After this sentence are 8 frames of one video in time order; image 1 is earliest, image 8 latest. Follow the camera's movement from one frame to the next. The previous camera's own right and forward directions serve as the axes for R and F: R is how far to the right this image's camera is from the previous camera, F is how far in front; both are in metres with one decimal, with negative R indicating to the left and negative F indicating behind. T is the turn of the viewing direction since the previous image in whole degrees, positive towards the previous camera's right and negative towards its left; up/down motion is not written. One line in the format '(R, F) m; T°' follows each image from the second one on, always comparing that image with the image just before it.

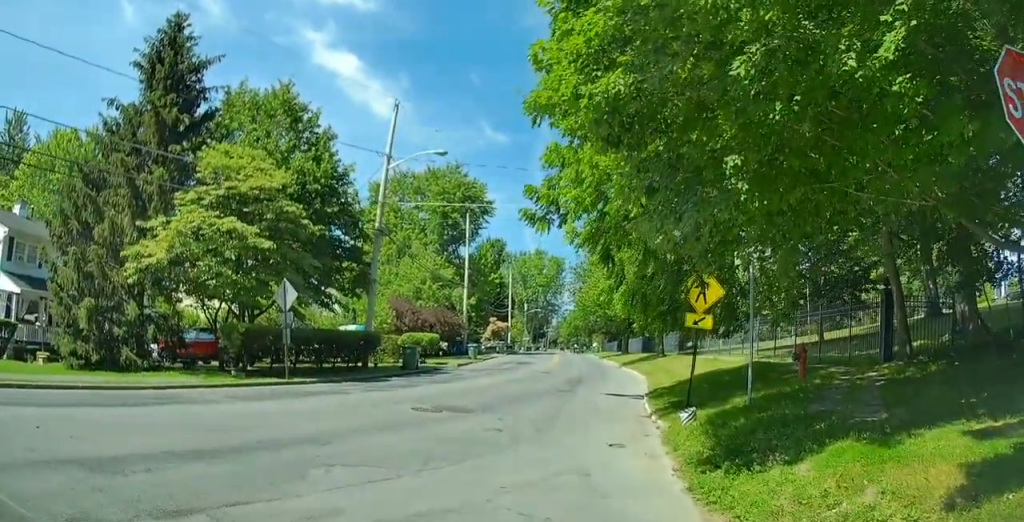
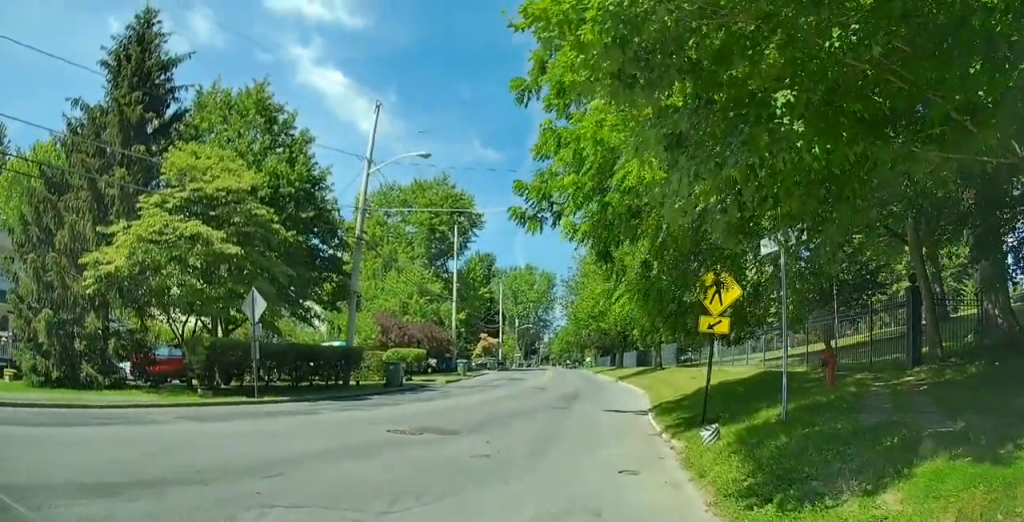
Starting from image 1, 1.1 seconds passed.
(0.0, +4.0) m; +2°
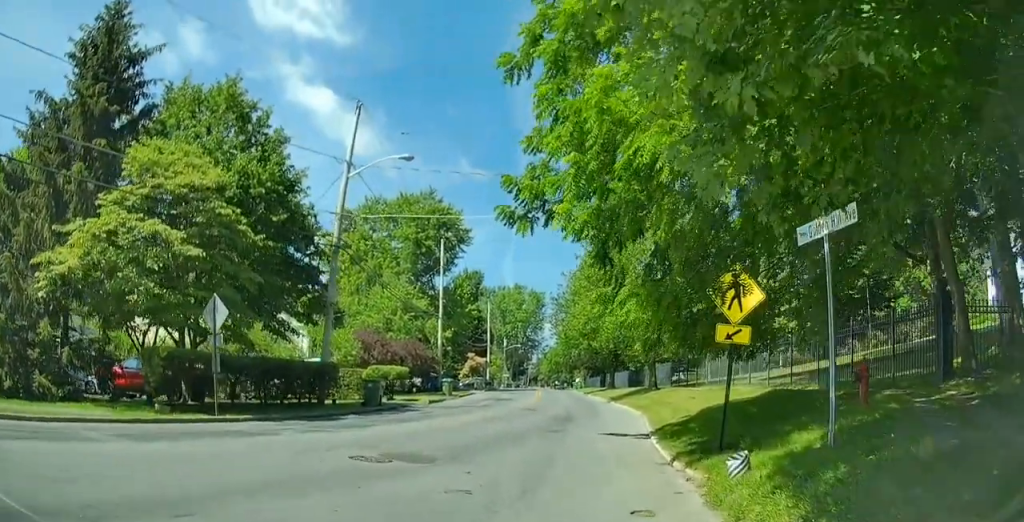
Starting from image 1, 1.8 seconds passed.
(+0.1, +3.1) m; +4°
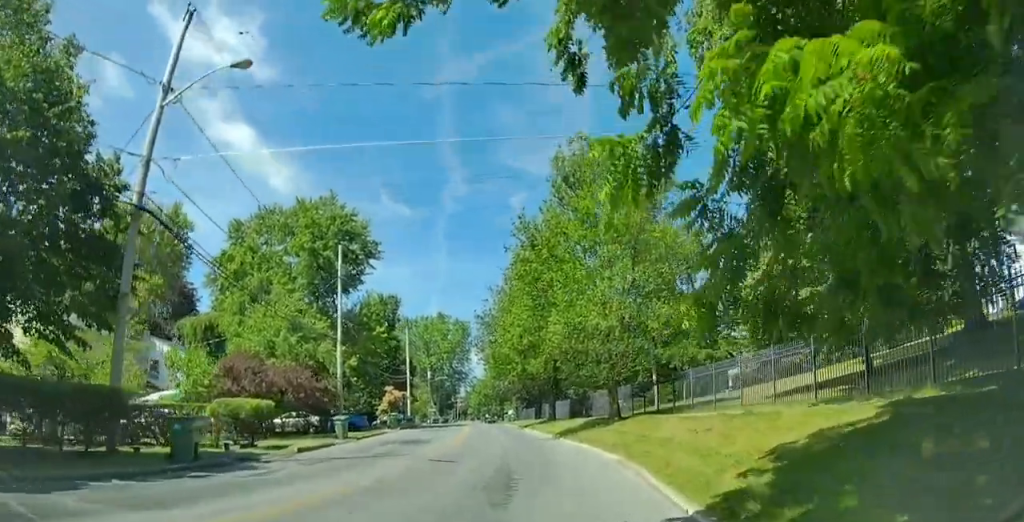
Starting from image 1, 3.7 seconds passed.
(+2.4, +11.2) m; +19°
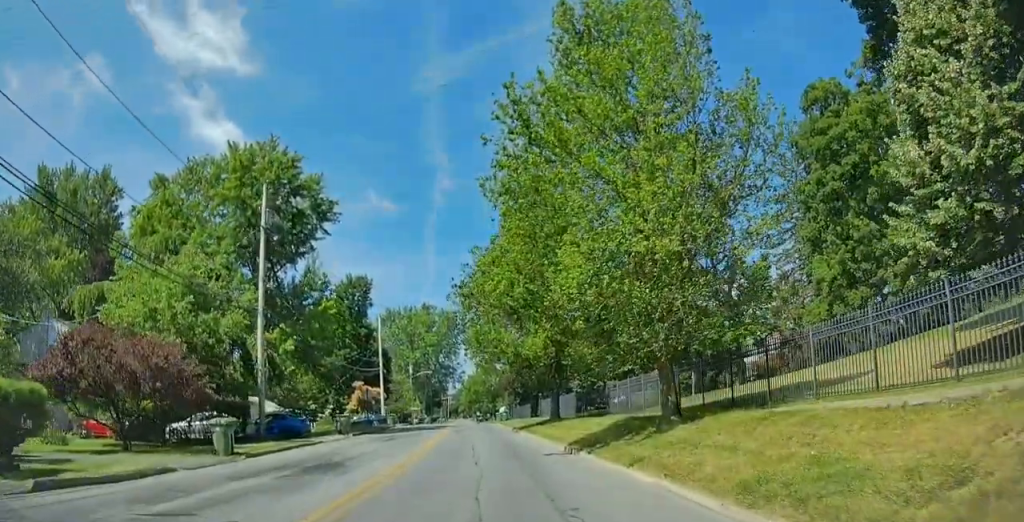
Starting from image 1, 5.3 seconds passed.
(-1.0, +13.7) m; -7°
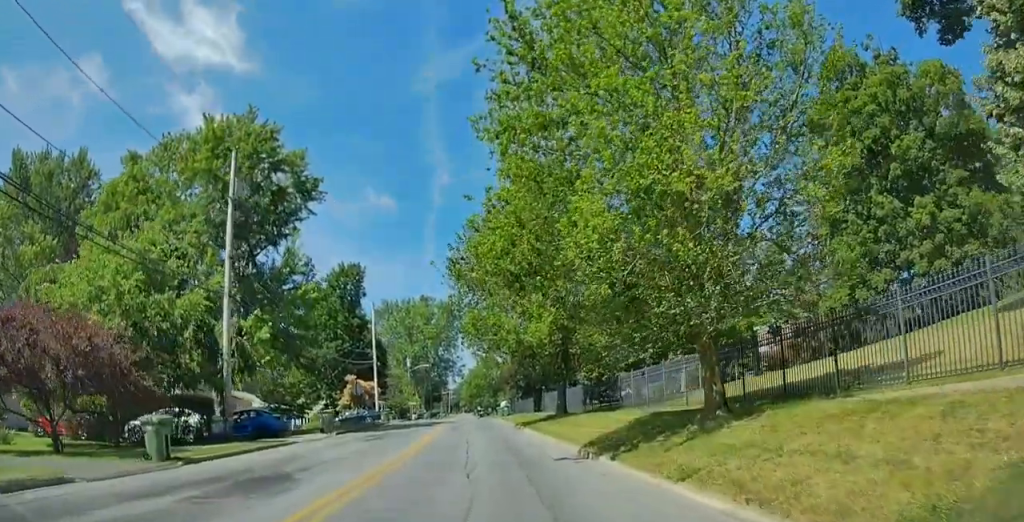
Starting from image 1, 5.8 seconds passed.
(+0.3, +4.3) m; 0°
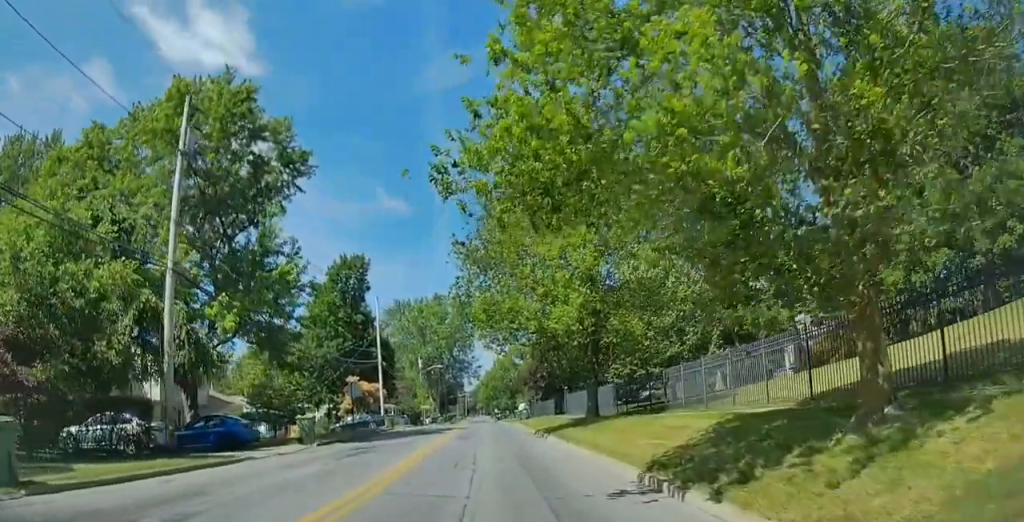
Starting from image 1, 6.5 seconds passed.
(+0.2, +7.0) m; 0°
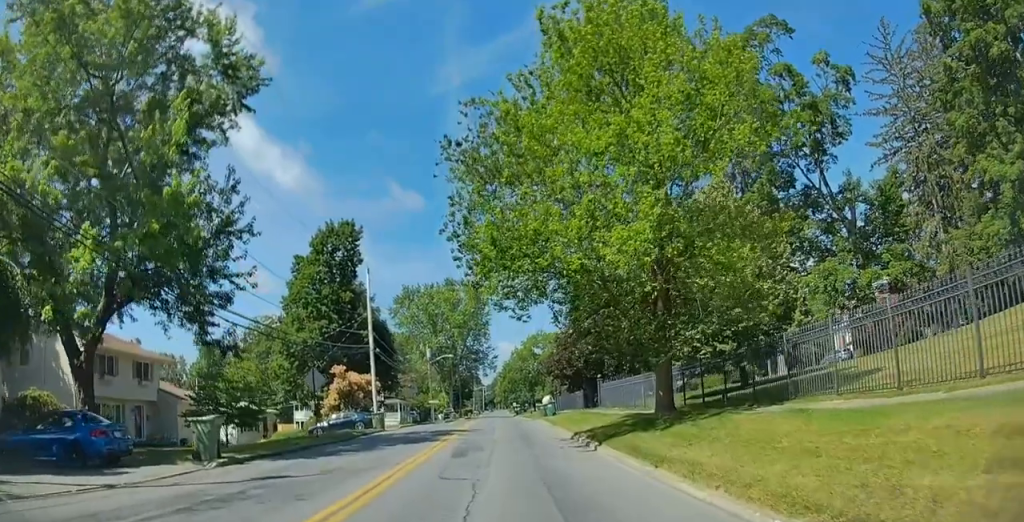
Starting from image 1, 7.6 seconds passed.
(-0.4, +11.7) m; 0°
